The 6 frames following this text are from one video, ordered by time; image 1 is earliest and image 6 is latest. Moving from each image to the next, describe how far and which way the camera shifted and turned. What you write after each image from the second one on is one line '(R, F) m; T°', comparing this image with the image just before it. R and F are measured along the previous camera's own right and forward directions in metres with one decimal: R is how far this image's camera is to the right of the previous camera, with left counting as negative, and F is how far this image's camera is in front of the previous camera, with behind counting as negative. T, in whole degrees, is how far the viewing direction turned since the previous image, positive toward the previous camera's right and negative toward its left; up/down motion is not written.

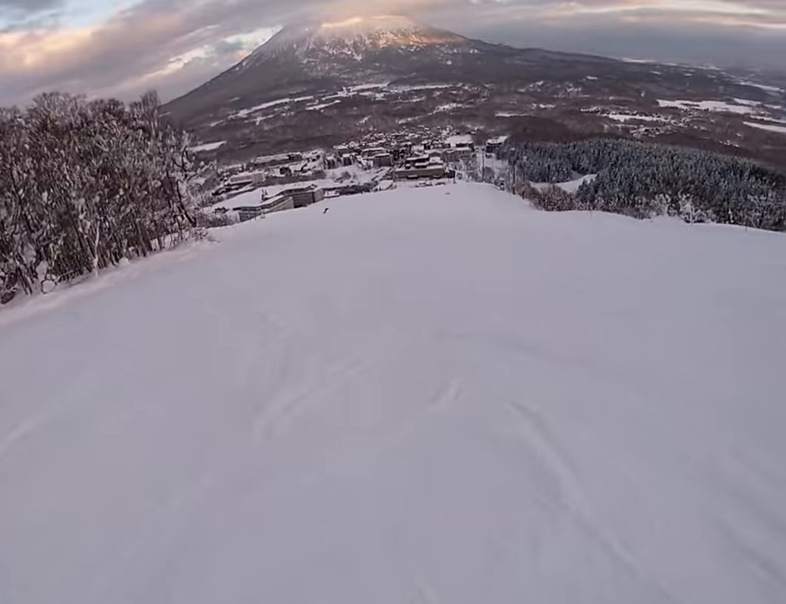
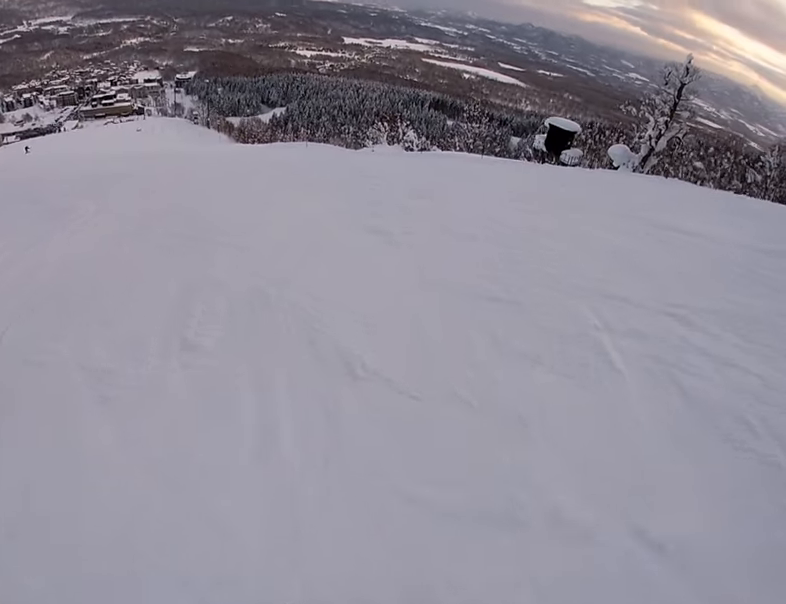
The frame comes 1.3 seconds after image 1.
(+2.9, +7.7) m; +26°
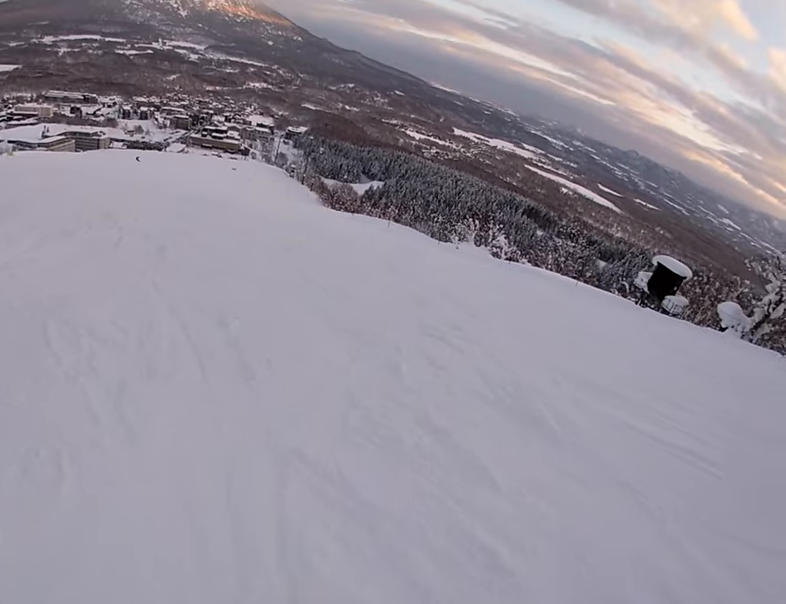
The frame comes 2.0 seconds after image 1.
(+0.7, +5.0) m; -5°
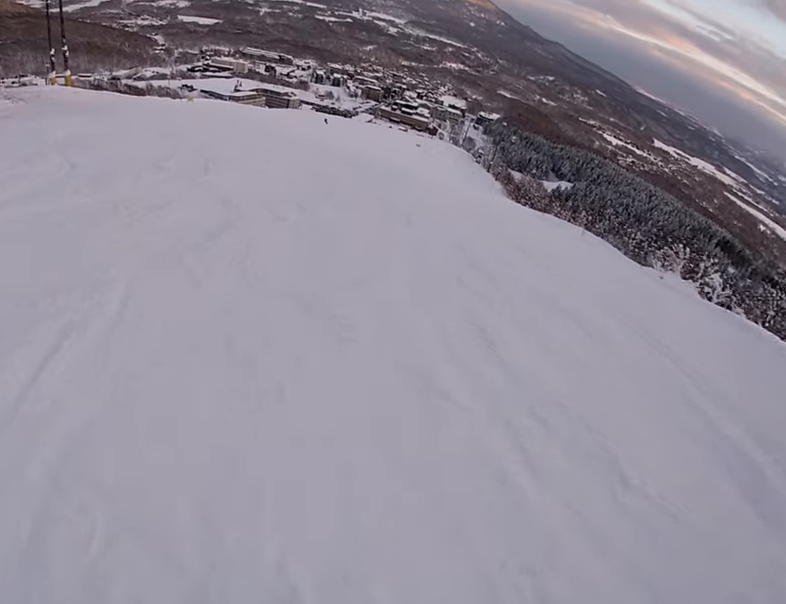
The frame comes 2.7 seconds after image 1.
(-0.7, +4.3) m; -28°
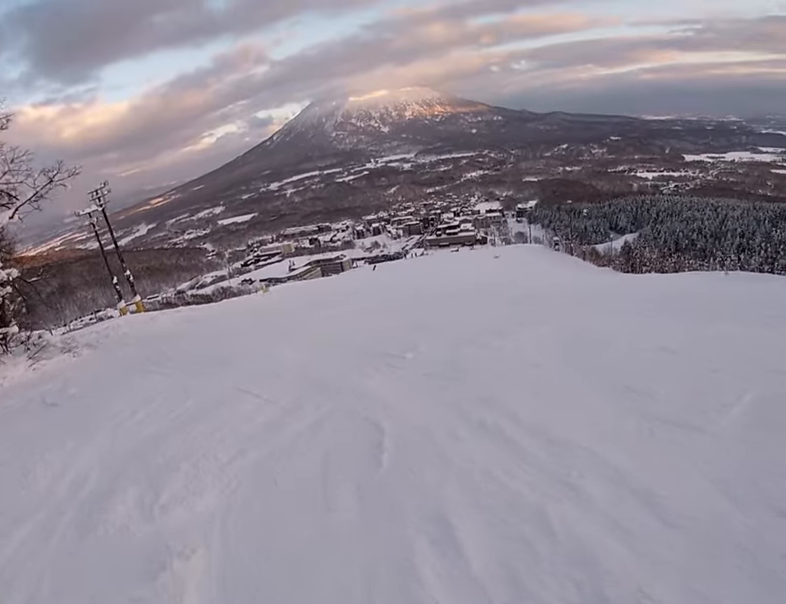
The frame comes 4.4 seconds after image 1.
(-3.8, +10.0) m; -3°
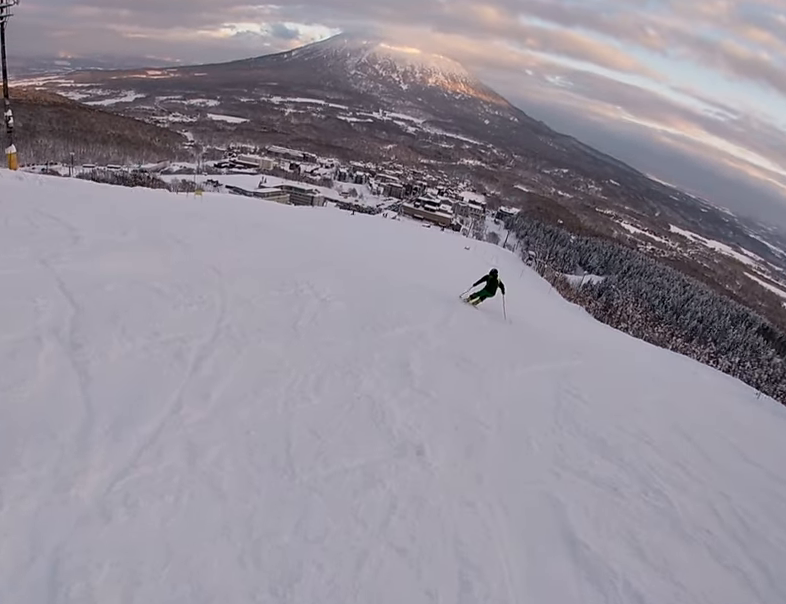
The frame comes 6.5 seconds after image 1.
(+4.5, +11.4) m; +9°
